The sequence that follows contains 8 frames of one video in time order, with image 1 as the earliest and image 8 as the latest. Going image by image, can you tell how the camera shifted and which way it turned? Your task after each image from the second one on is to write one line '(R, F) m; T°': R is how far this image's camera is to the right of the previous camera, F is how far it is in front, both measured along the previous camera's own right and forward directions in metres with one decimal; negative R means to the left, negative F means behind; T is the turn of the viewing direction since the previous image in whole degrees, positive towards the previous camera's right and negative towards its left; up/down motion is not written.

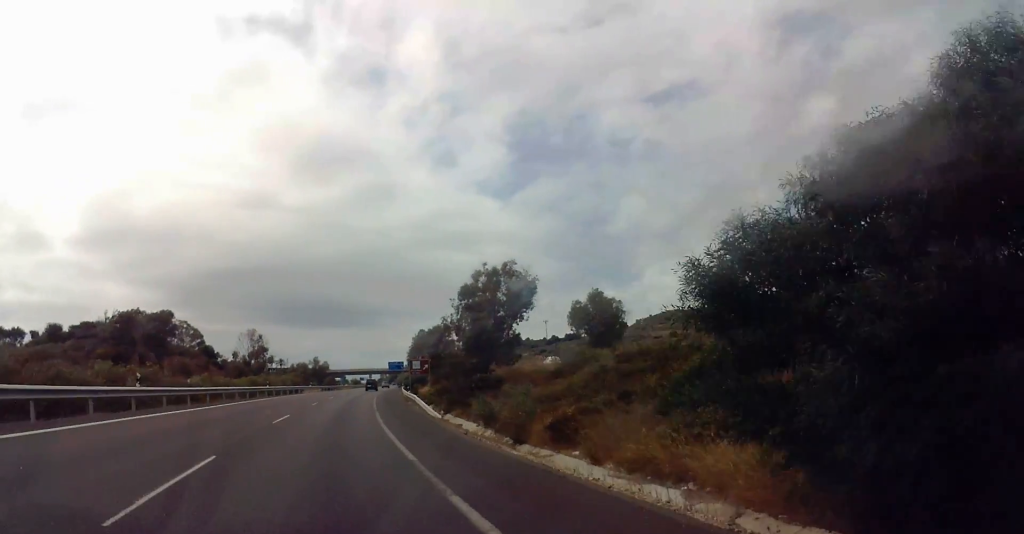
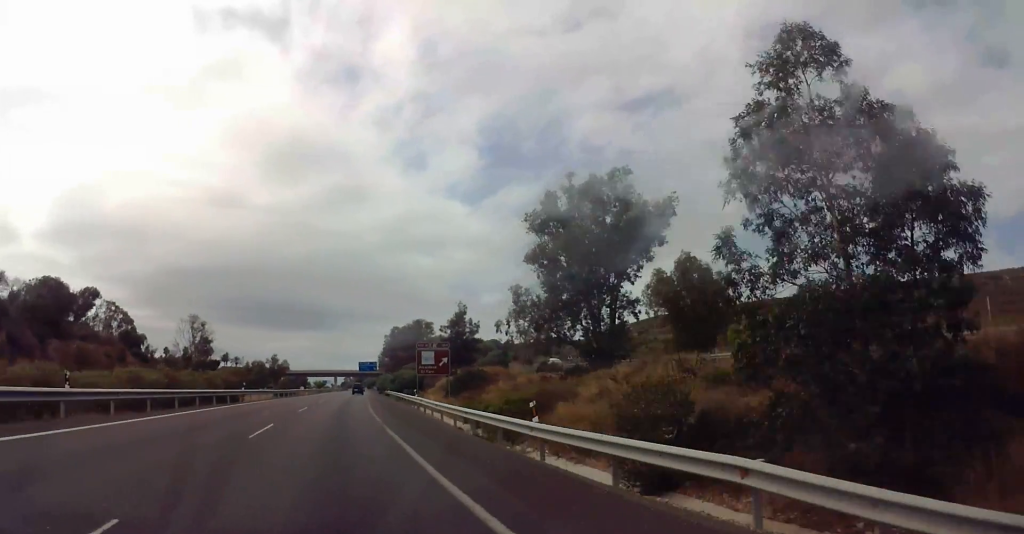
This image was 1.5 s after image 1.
(+2.5, +36.0) m; +7°
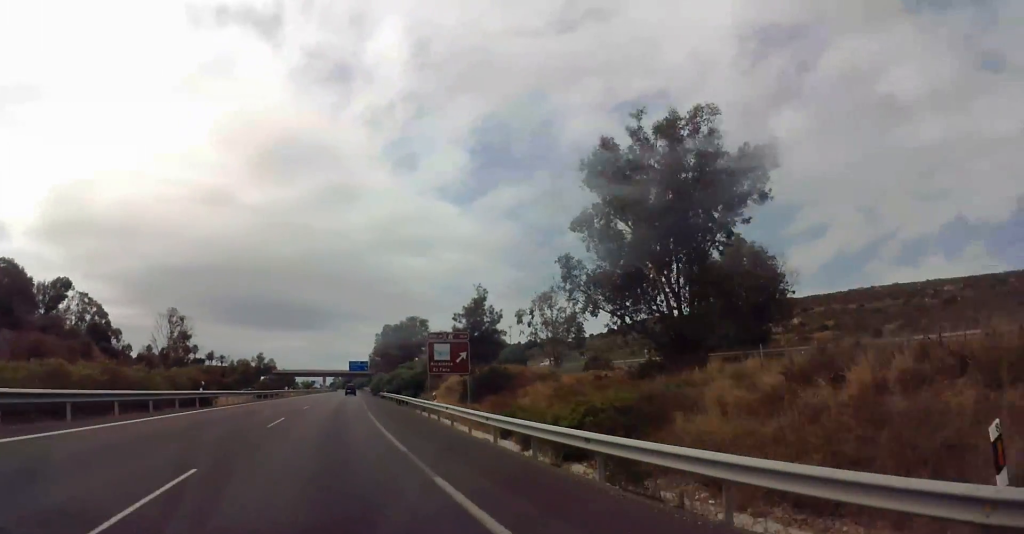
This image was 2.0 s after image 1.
(+0.1, +11.7) m; +1°
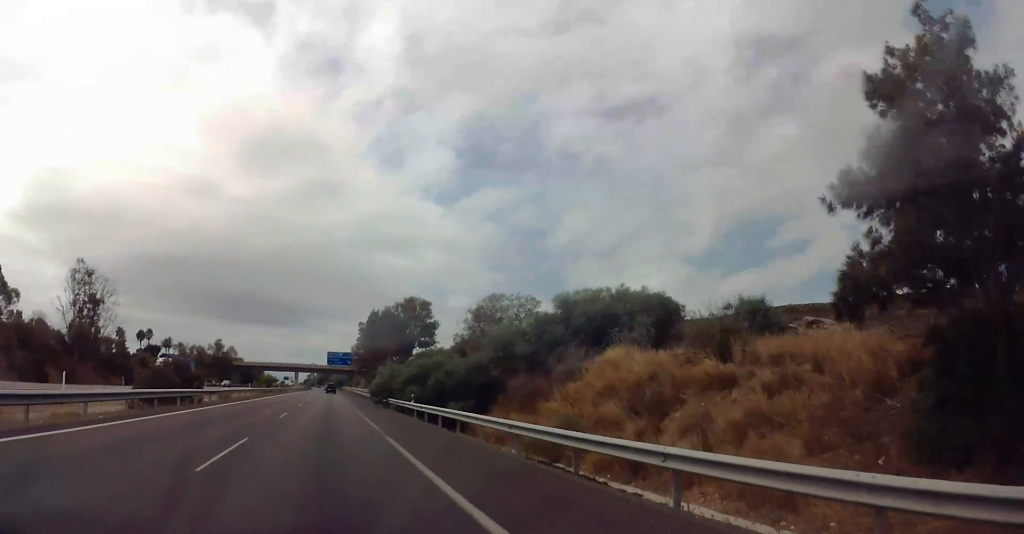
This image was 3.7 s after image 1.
(+0.7, +43.1) m; +1°
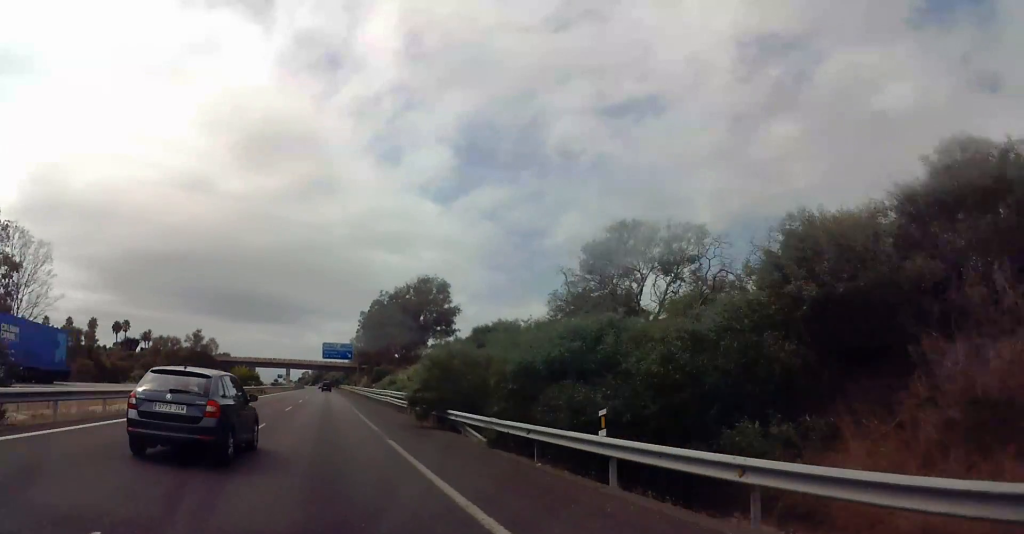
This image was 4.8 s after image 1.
(0.0, +25.4) m; 0°
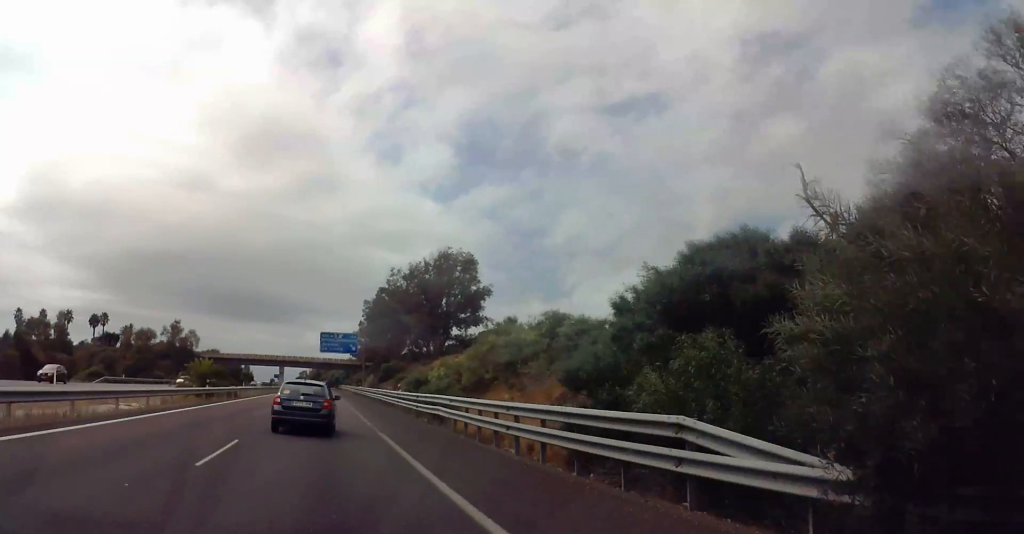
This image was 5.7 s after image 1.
(0.0, +22.4) m; -1°
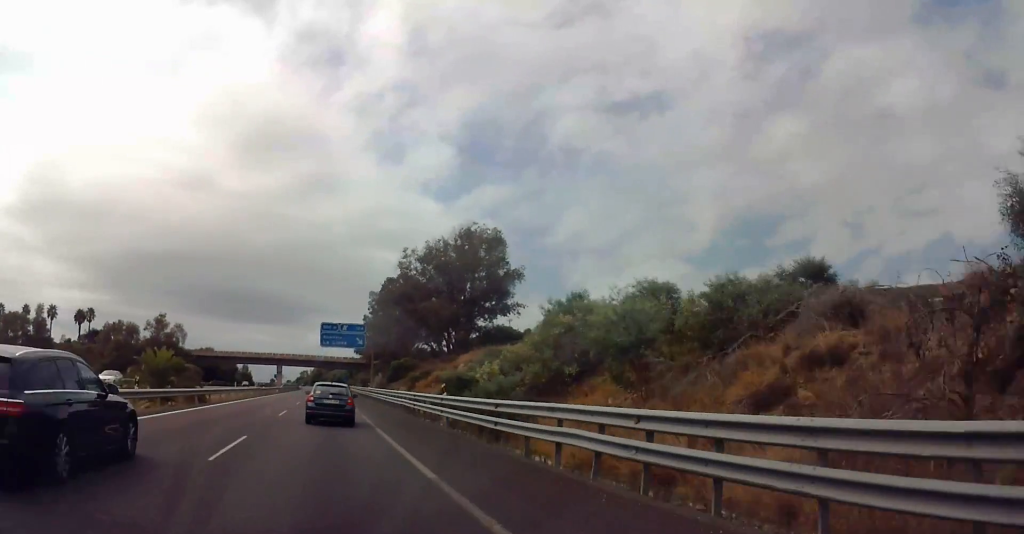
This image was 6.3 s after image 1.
(-0.3, +15.6) m; 0°
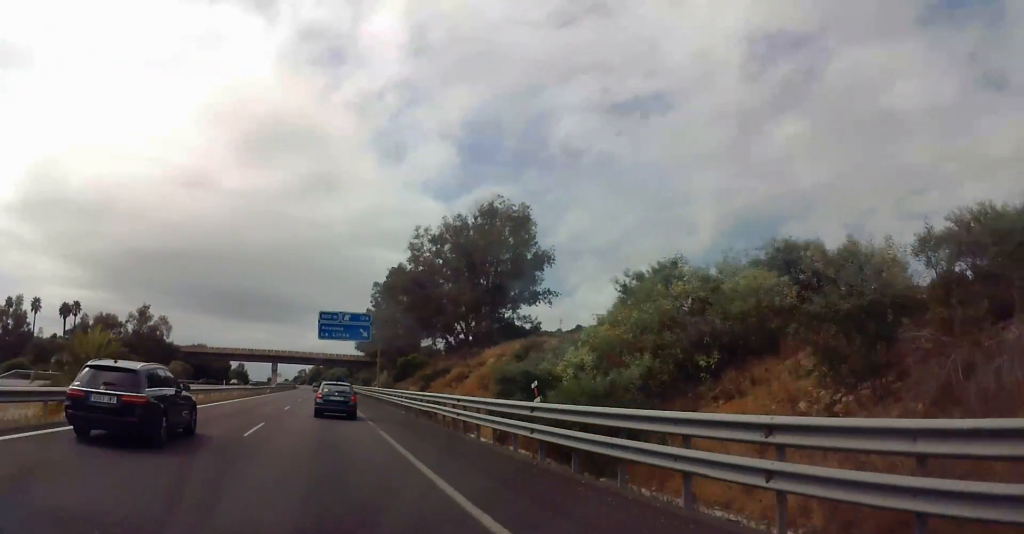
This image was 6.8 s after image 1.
(0.0, +11.7) m; 0°
